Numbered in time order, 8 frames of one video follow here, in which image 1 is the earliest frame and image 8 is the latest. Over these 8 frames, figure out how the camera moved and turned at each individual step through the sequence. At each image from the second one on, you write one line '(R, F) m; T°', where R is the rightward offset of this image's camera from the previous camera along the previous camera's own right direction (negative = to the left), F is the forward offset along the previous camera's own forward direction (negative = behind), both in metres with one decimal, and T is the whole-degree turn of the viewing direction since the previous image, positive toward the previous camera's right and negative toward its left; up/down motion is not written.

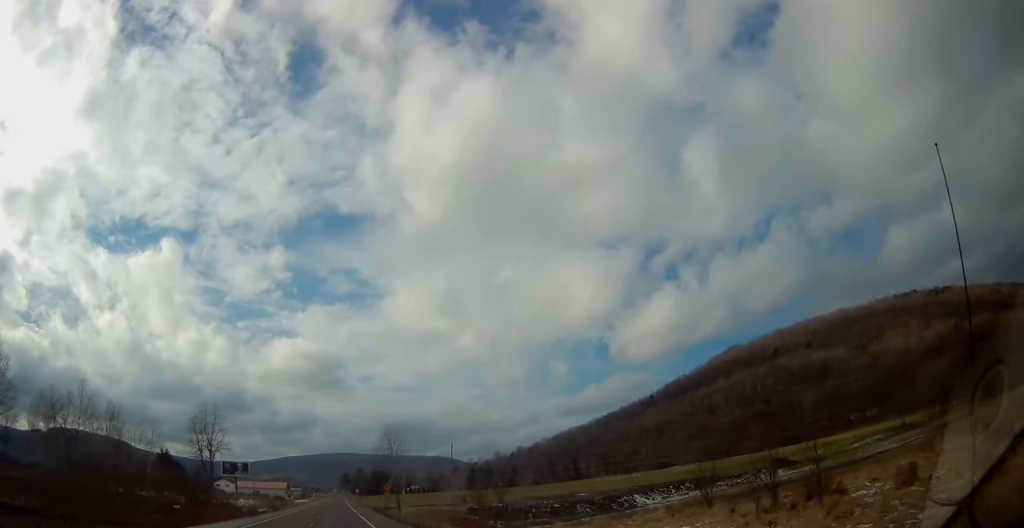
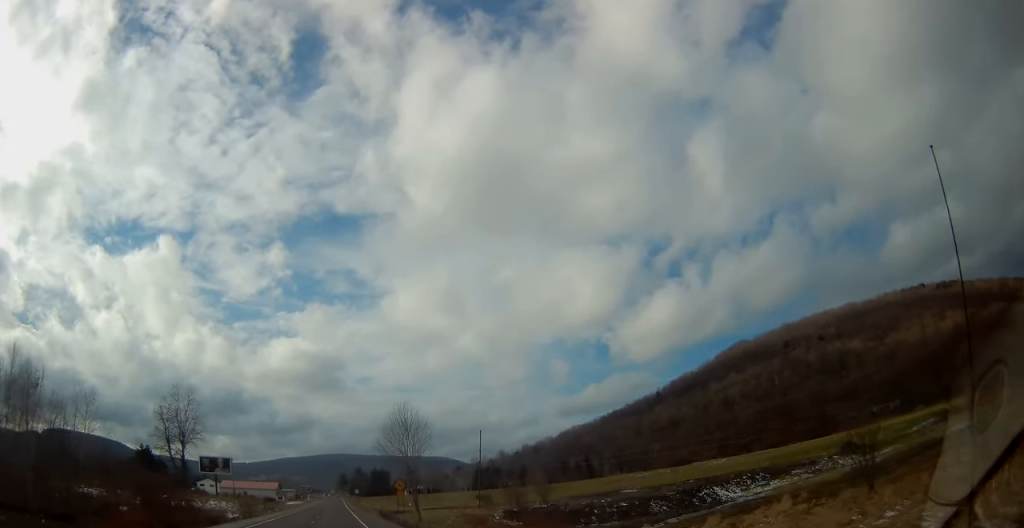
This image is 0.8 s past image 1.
(+0.1, +21.6) m; 0°
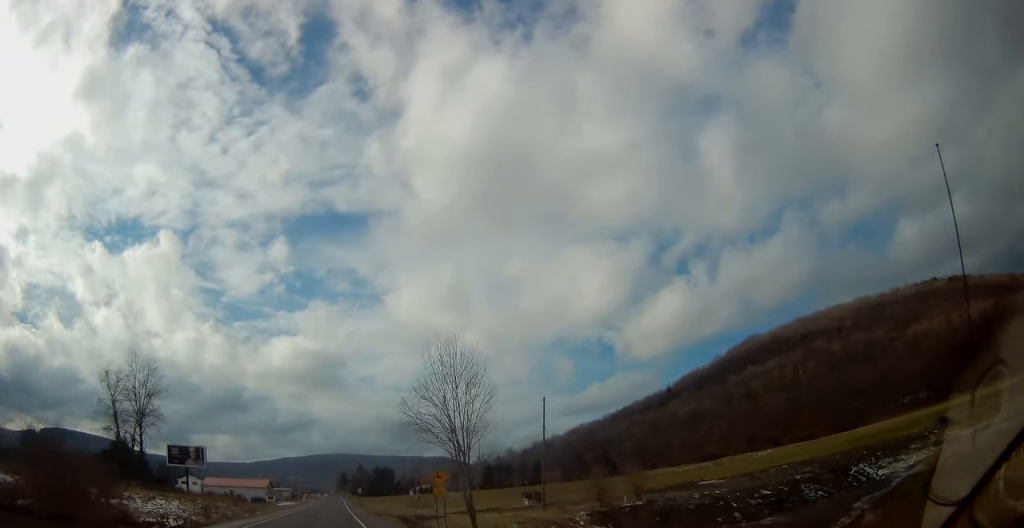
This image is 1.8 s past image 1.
(0.0, +24.1) m; 0°
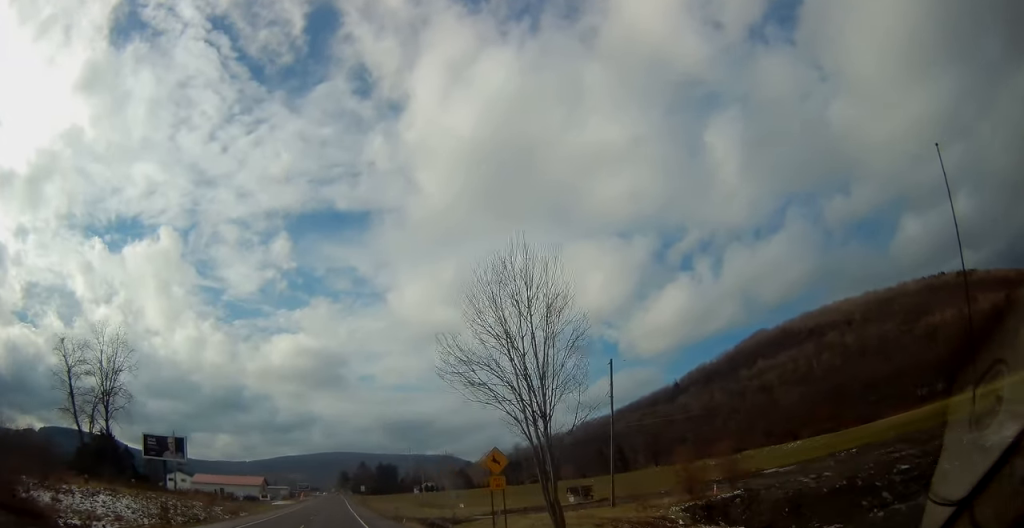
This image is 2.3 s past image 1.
(+0.1, +13.7) m; 0°
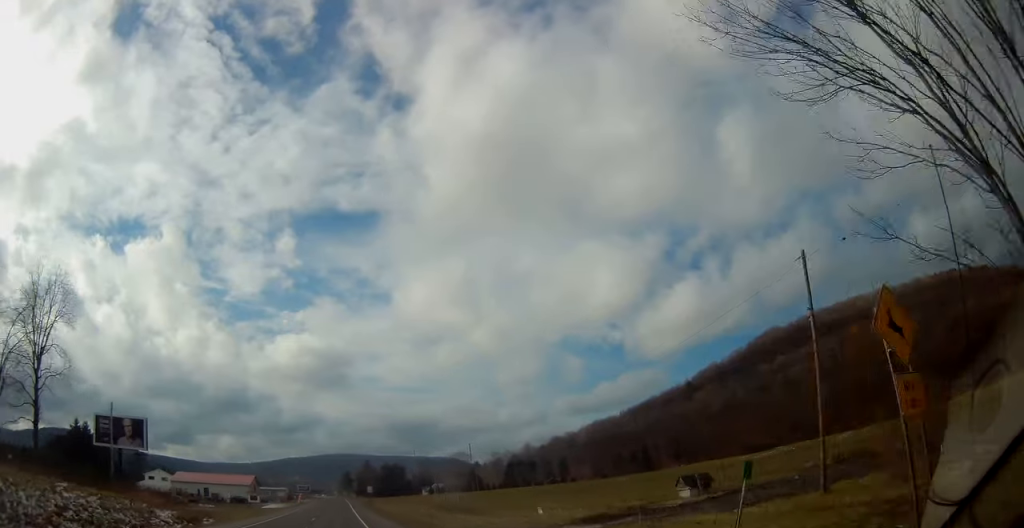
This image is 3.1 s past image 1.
(-0.1, +19.6) m; 0°
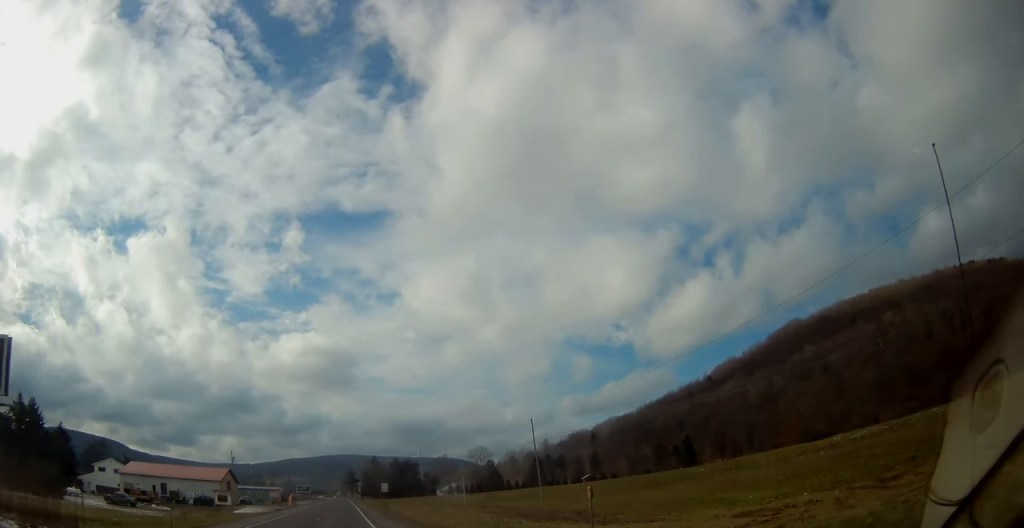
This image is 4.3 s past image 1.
(+0.1, +32.5) m; 0°
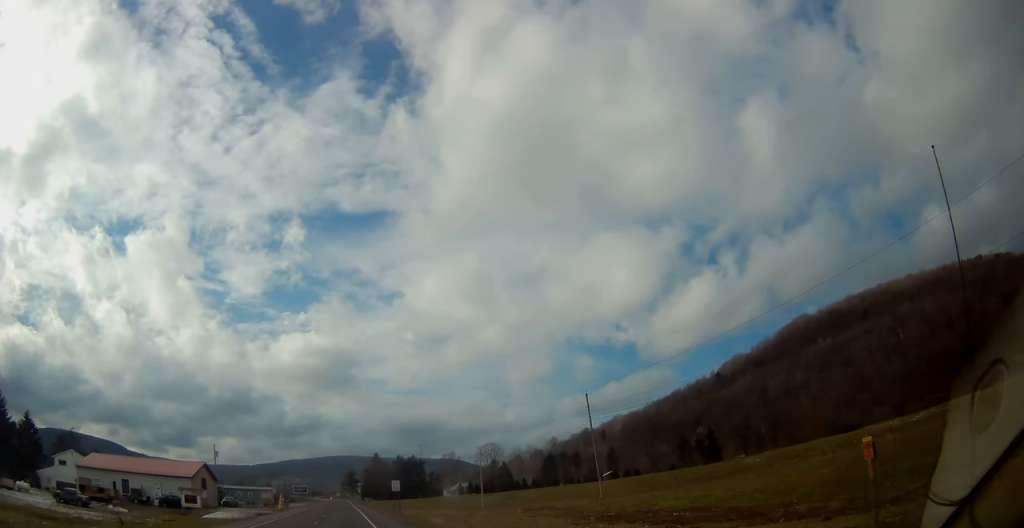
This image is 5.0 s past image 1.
(-0.1, +17.1) m; -1°
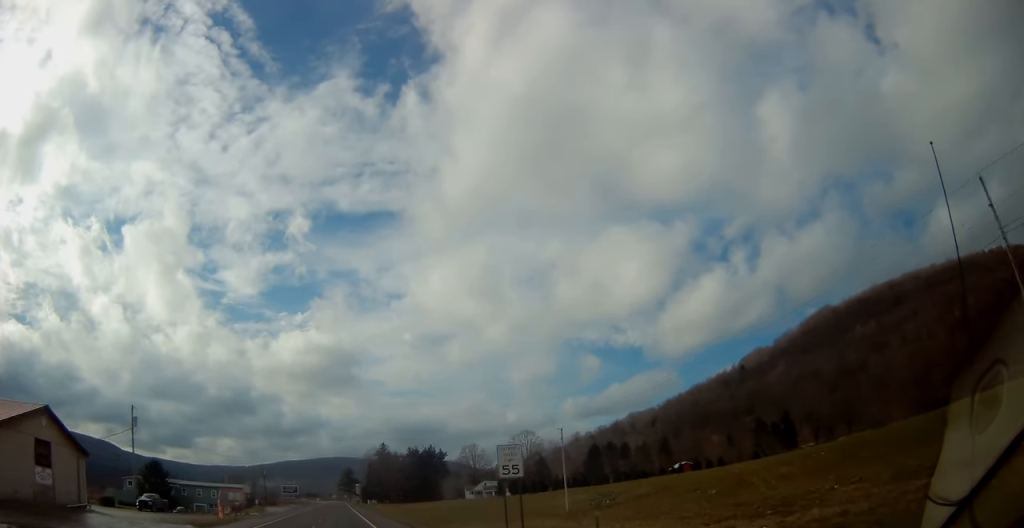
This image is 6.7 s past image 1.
(-0.4, +44.4) m; +1°
